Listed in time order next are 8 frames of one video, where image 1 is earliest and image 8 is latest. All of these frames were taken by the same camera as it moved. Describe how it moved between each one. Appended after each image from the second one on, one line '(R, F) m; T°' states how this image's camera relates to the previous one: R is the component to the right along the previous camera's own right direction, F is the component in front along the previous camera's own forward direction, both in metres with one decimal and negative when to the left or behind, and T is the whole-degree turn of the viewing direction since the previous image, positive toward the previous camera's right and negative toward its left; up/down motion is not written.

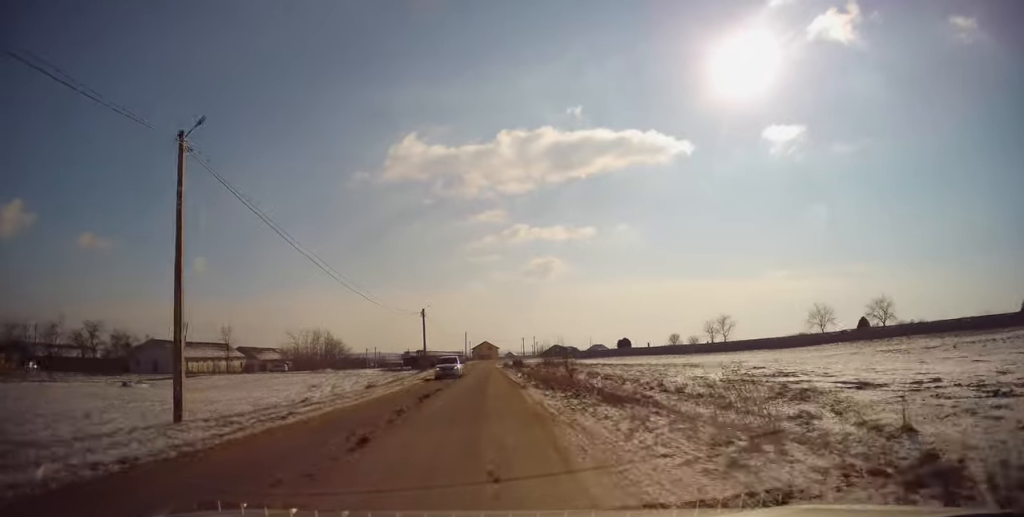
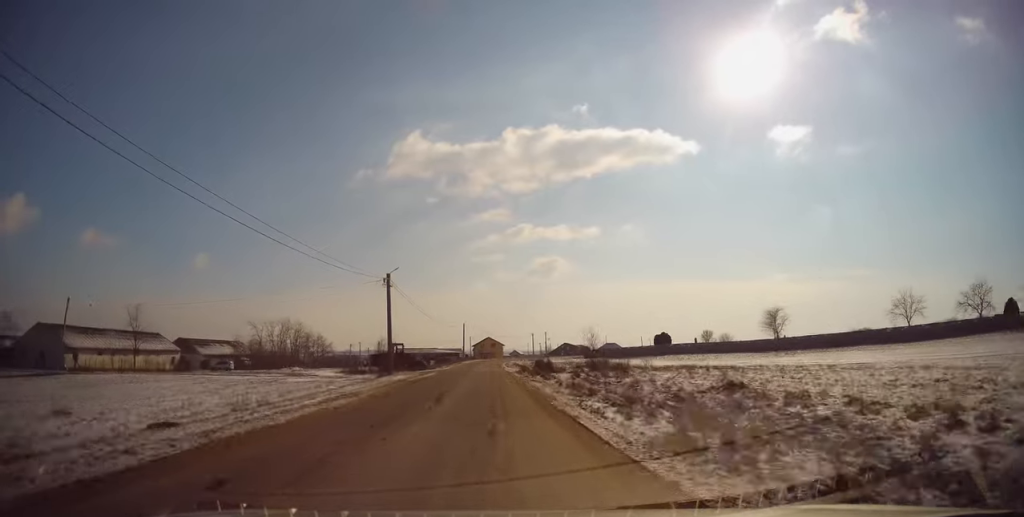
(-0.2, +27.9) m; 0°
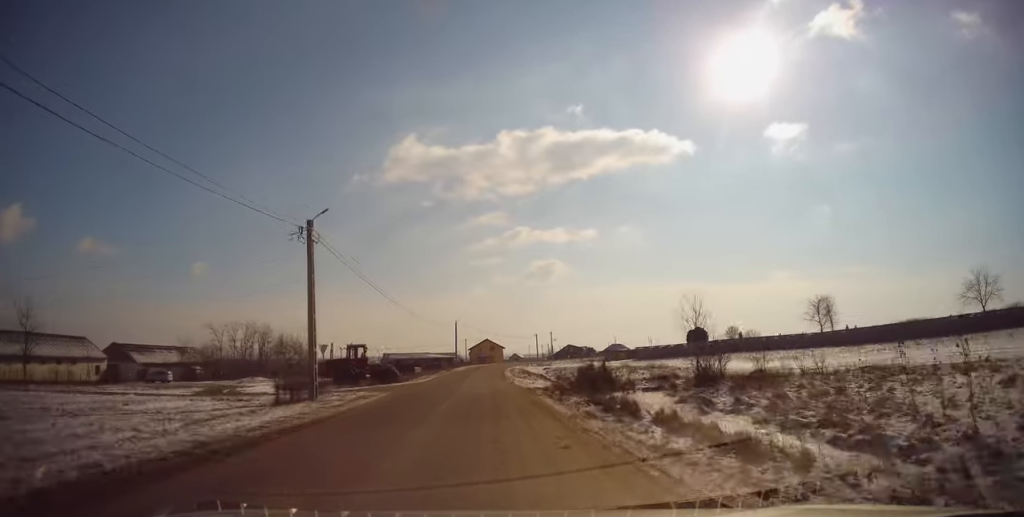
(+0.2, +19.5) m; 0°
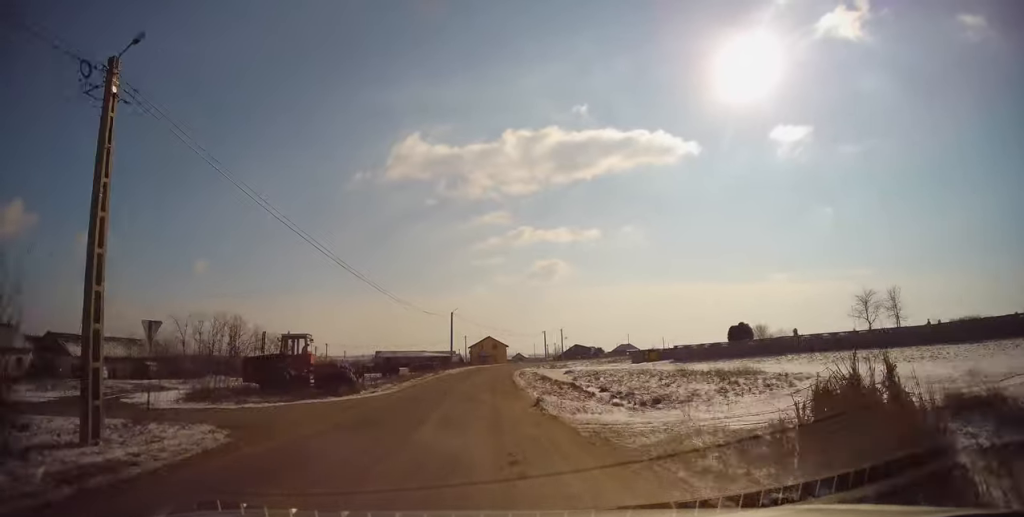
(-0.2, +15.4) m; -1°
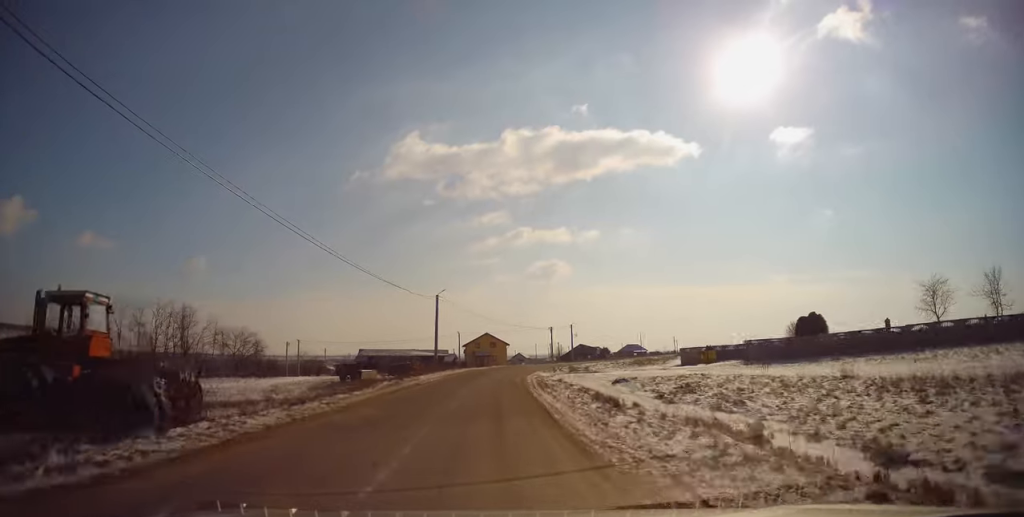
(+0.1, +18.2) m; +1°
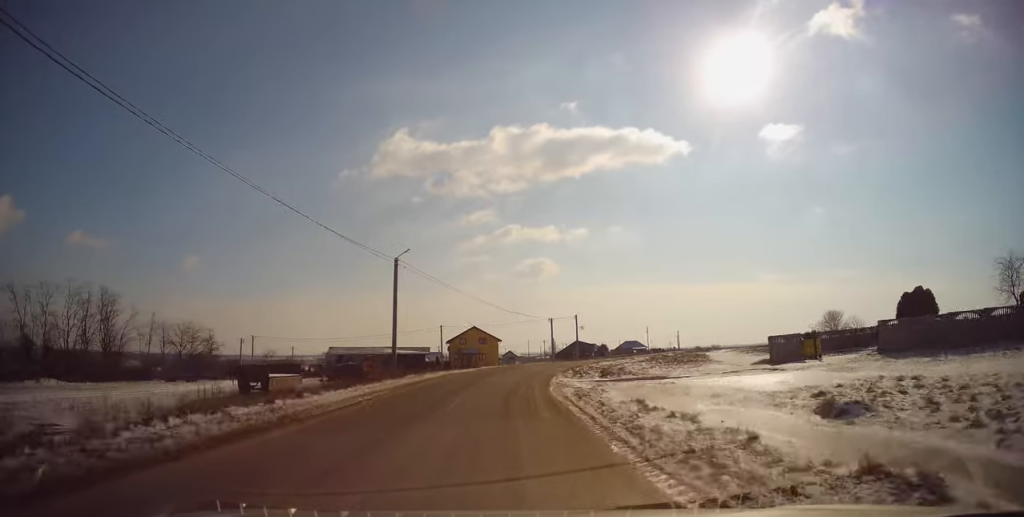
(+0.3, +18.1) m; +2°
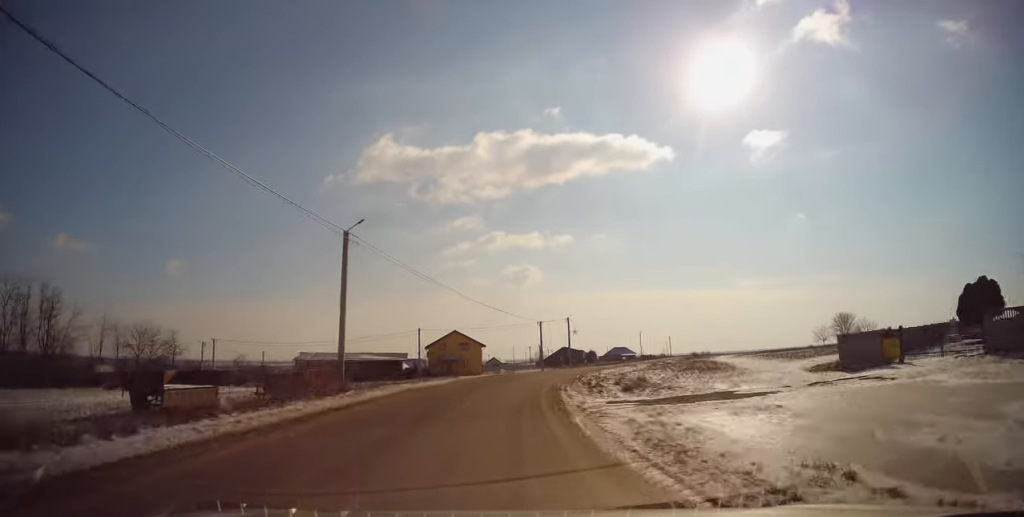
(-0.1, +8.8) m; +1°
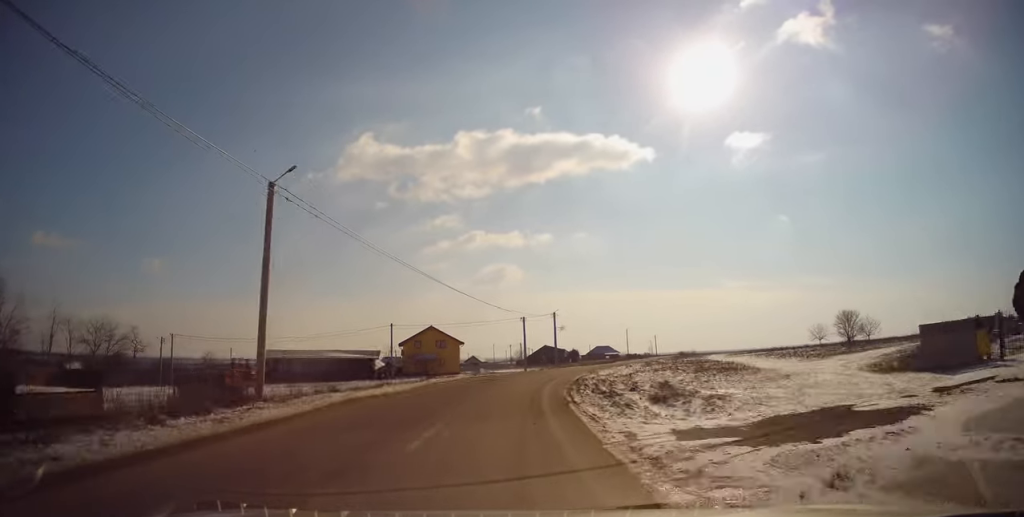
(0.0, +7.1) m; +2°
